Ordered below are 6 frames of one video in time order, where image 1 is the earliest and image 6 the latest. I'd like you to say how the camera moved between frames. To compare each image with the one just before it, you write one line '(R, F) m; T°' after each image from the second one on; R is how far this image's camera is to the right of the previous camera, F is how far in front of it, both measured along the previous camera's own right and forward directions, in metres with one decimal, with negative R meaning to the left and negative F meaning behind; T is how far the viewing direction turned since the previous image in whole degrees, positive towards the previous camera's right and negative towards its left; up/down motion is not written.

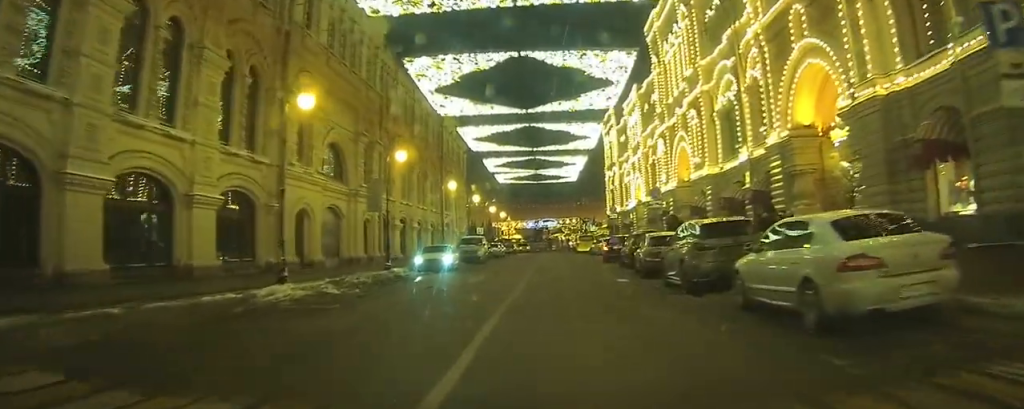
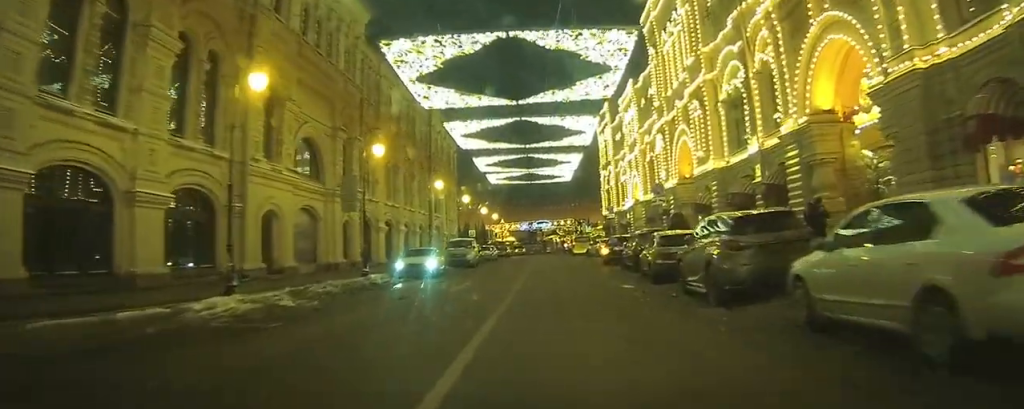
(0.0, +2.8) m; +1°
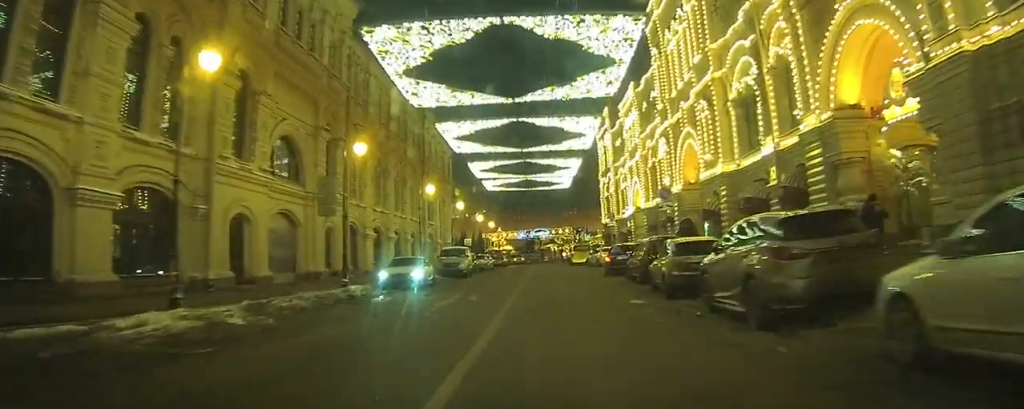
(0.0, +2.4) m; 0°
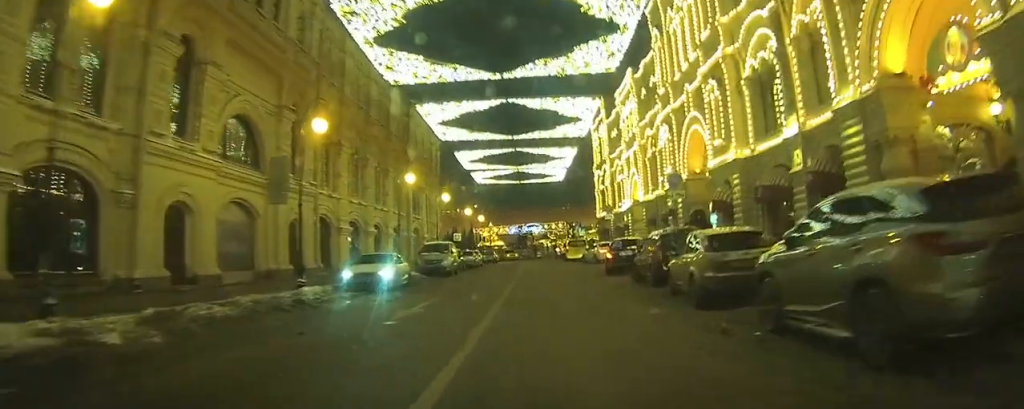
(0.0, +3.8) m; 0°
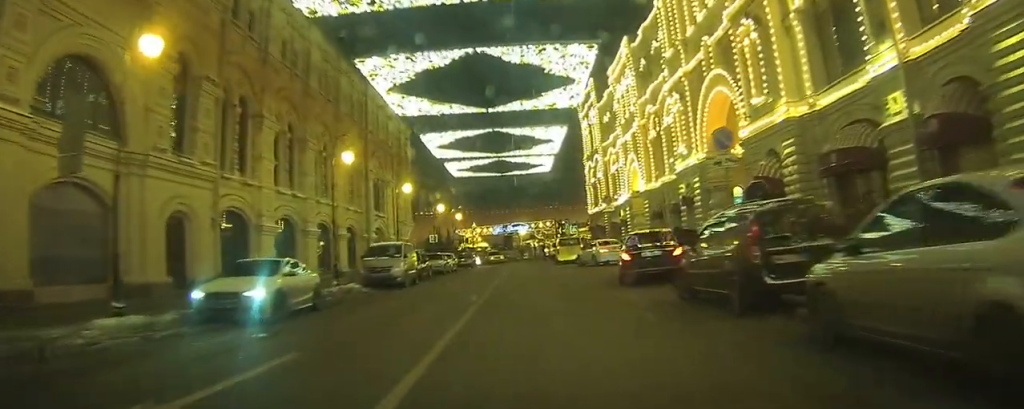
(-0.1, +9.3) m; -3°
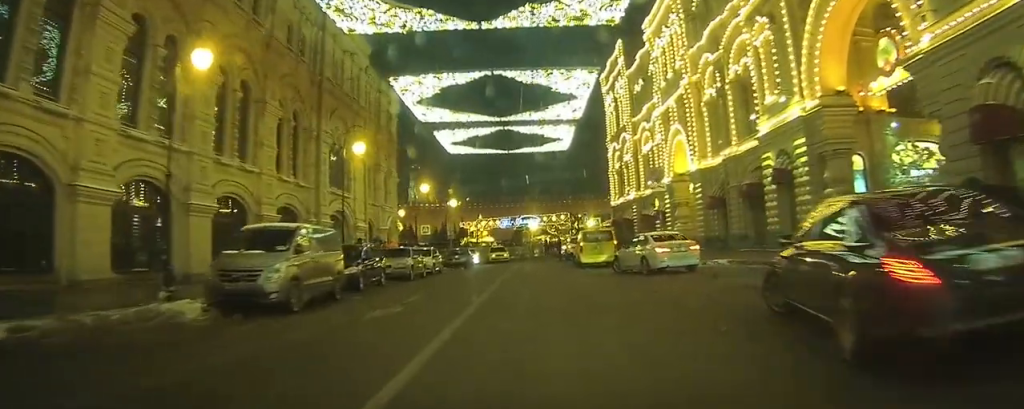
(-0.6, +13.4) m; -3°
